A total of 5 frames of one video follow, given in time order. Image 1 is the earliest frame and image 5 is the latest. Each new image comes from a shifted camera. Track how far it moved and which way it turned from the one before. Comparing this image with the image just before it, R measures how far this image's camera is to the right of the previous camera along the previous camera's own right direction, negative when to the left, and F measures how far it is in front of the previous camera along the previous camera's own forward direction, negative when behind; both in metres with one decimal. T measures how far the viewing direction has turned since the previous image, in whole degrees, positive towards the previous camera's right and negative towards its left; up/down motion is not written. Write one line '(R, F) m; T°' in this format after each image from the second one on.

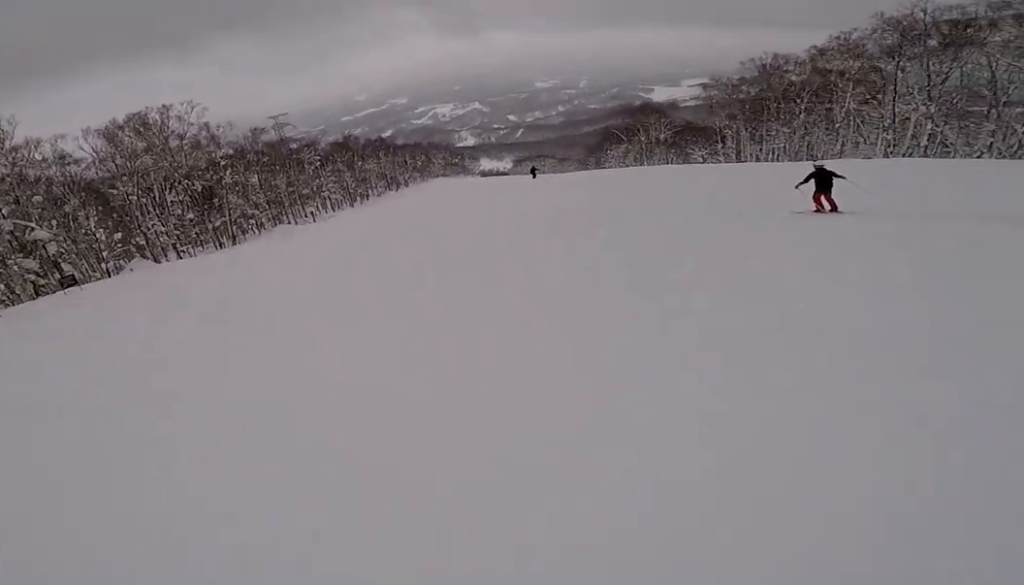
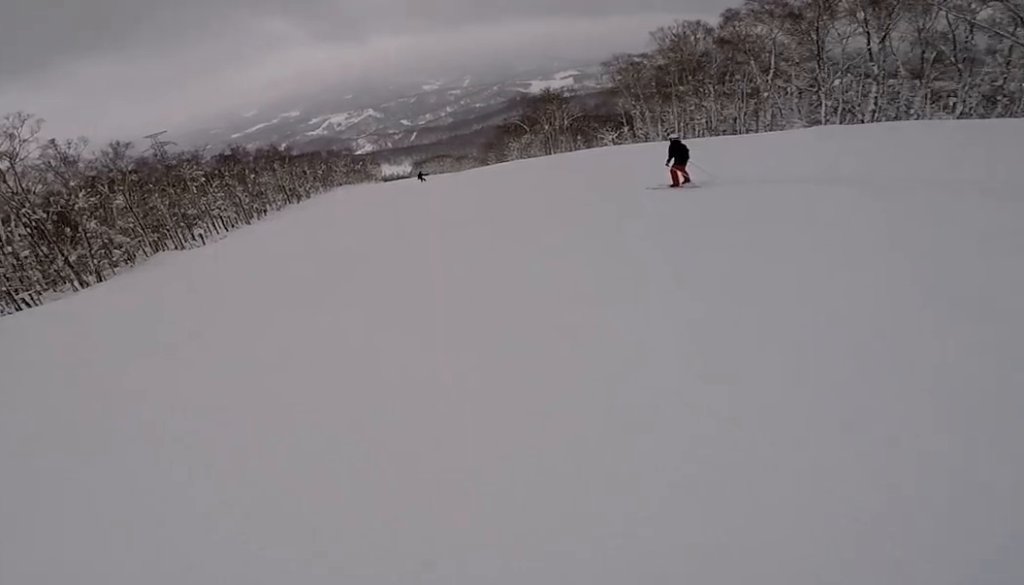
(+1.1, +9.0) m; +11°
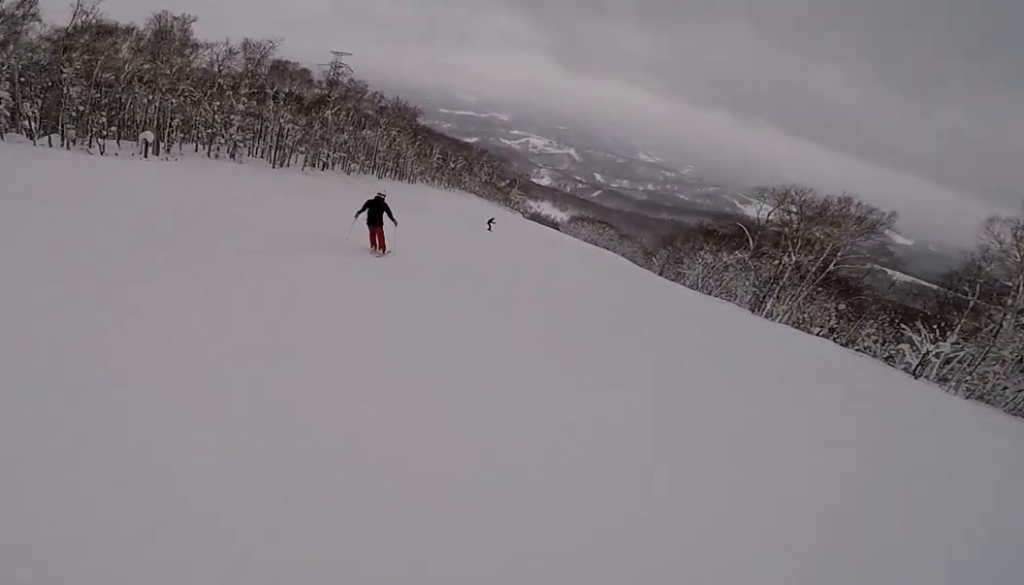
(+1.5, +41.3) m; -20°
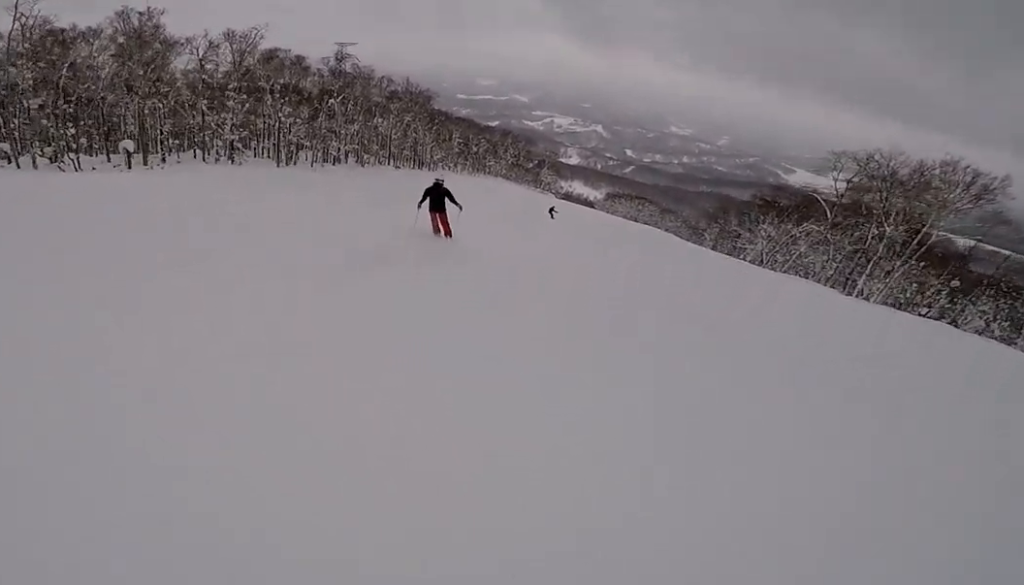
(+0.1, +6.0) m; -9°
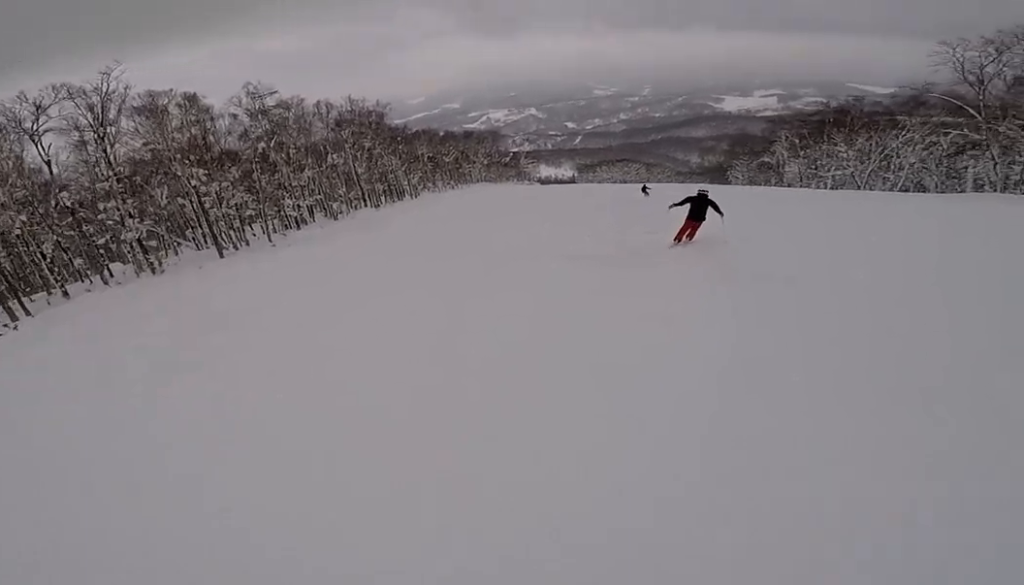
(-0.8, +19.9) m; +13°
